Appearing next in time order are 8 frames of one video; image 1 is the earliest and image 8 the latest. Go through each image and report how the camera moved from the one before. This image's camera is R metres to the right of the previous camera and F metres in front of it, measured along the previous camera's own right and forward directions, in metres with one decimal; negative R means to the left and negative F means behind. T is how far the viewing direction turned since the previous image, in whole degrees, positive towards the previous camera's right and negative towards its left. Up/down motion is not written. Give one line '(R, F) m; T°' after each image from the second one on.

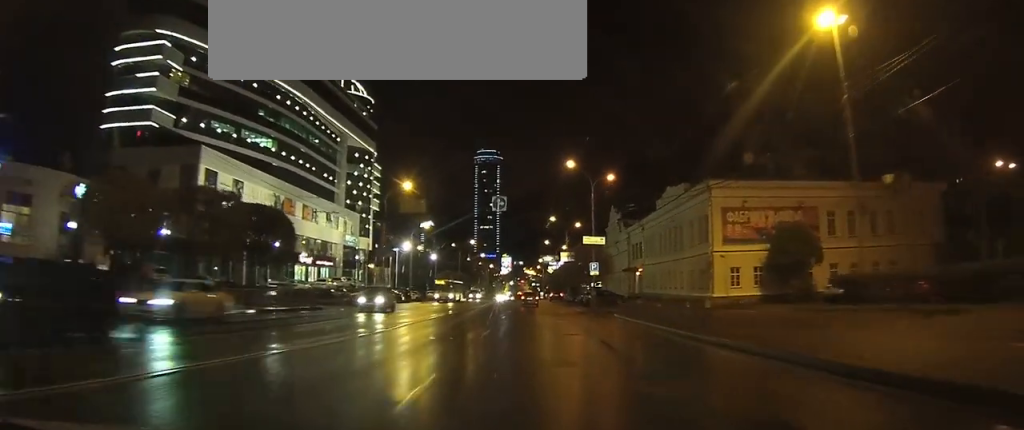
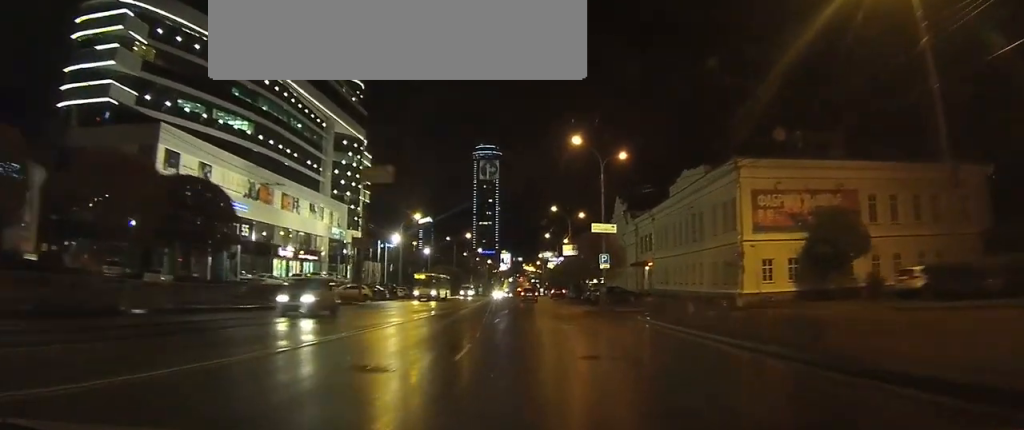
(0.0, +7.4) m; 0°
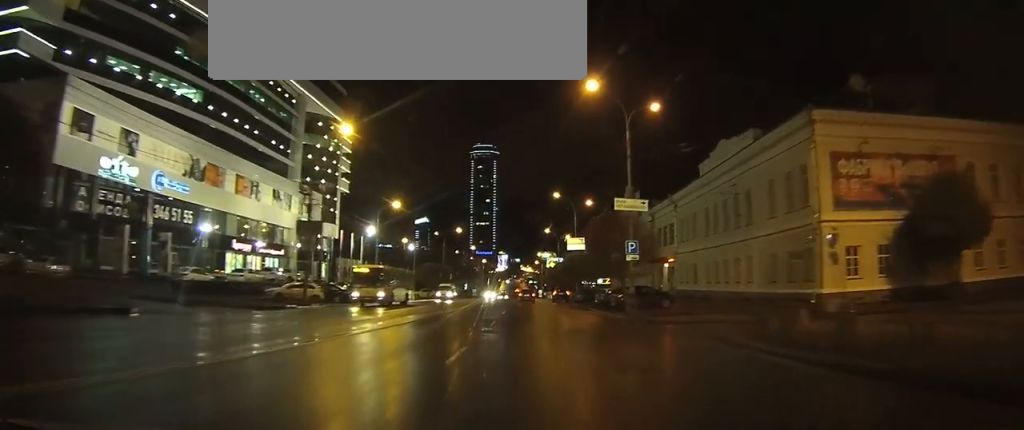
(0.0, +12.7) m; 0°
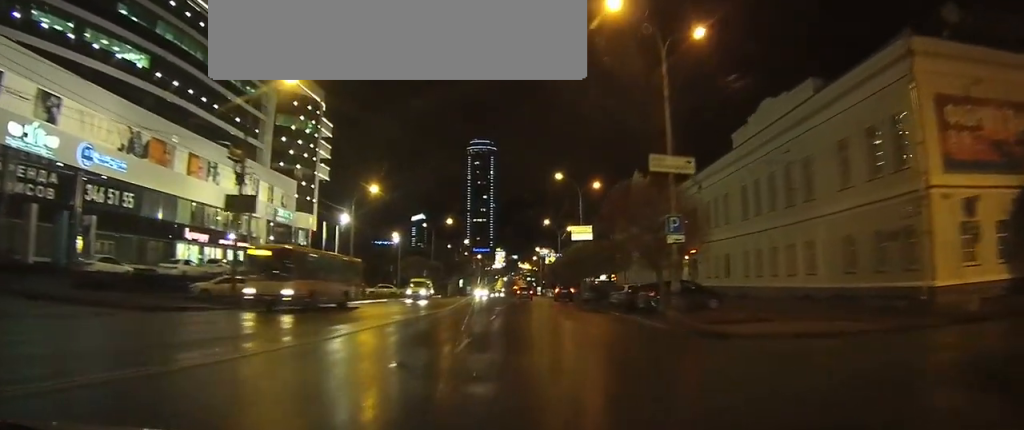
(0.0, +9.9) m; 0°
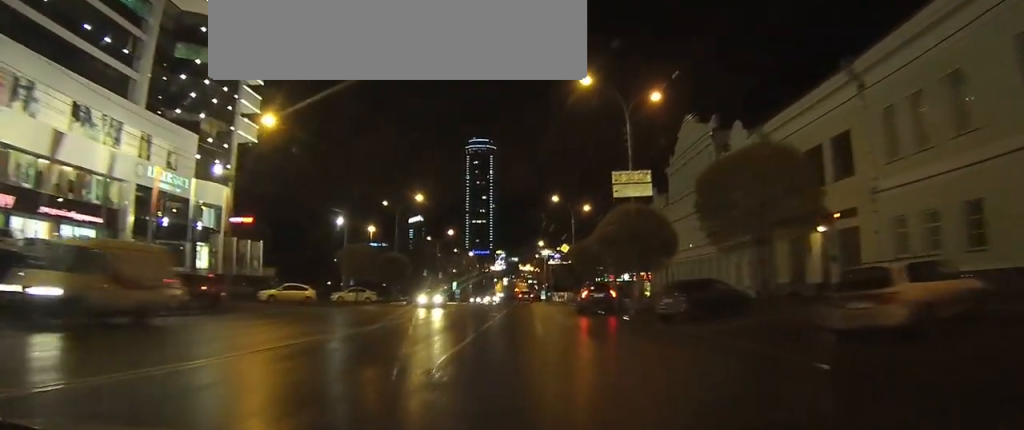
(-0.1, +28.1) m; 0°
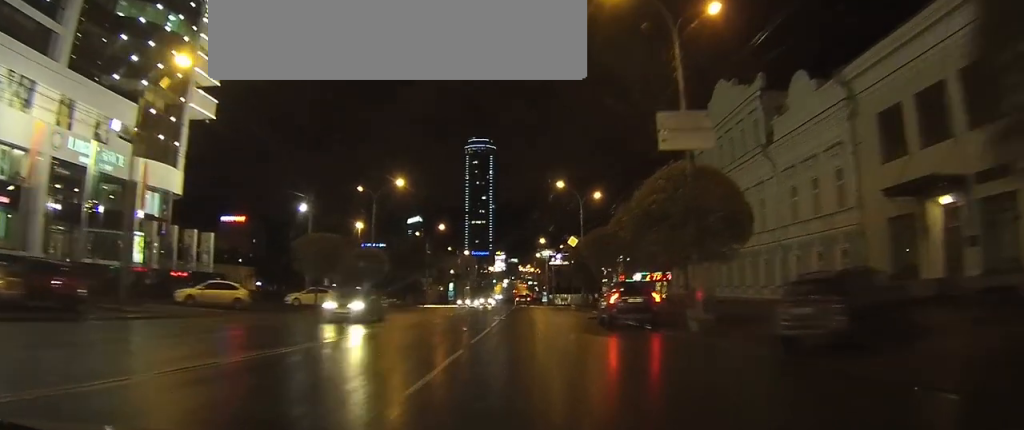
(0.0, +10.7) m; 0°
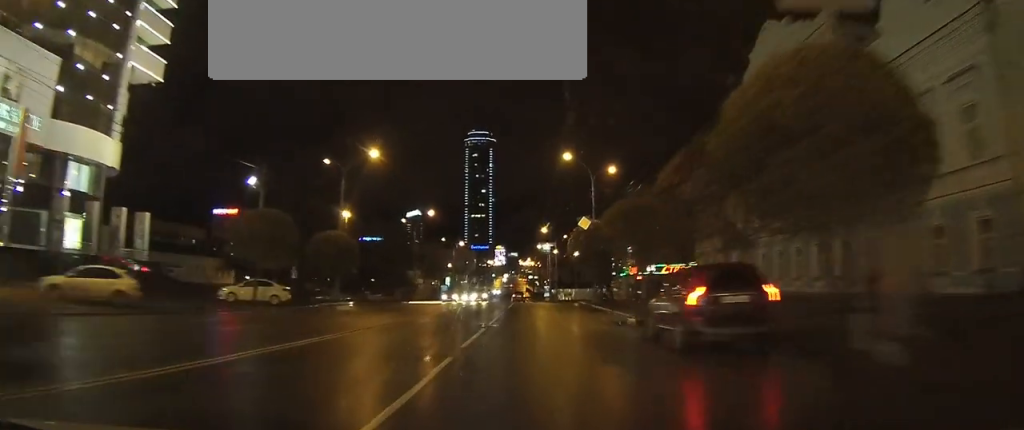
(-0.1, +10.3) m; -1°
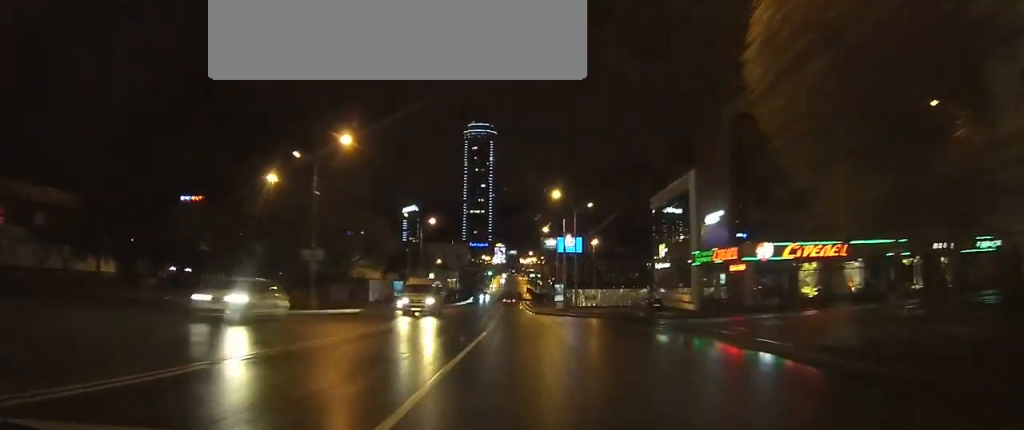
(-0.4, +38.5) m; -1°
